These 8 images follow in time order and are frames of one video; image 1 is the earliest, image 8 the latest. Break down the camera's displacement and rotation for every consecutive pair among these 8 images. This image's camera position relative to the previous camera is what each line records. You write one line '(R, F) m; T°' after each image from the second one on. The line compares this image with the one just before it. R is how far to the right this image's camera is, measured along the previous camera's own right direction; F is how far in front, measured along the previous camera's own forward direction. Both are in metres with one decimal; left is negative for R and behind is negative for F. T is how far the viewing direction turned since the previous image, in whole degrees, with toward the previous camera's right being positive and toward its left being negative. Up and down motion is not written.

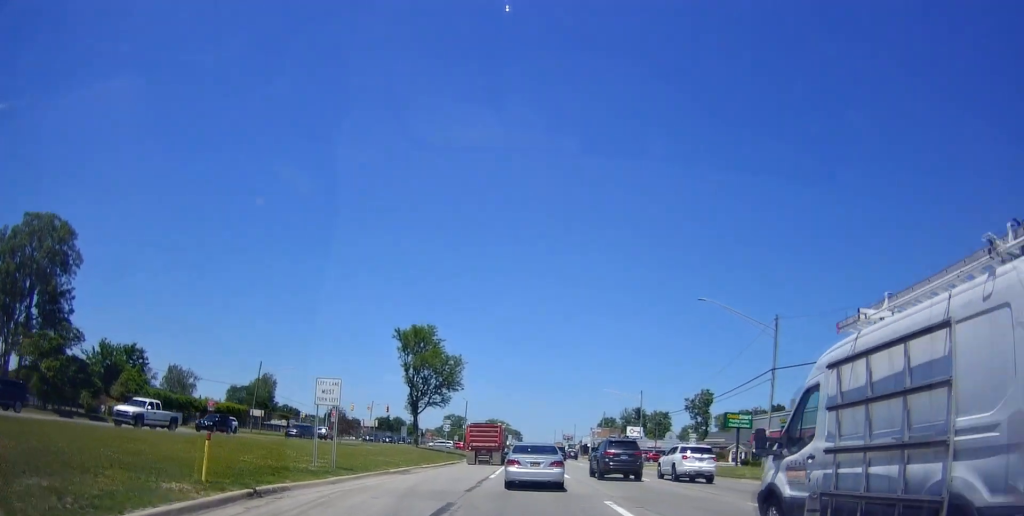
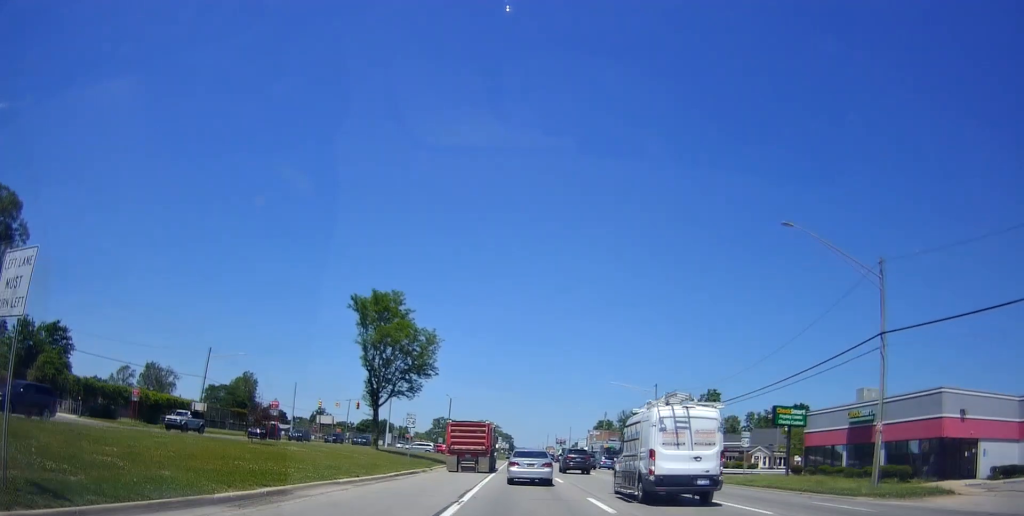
(0.0, +14.1) m; 0°
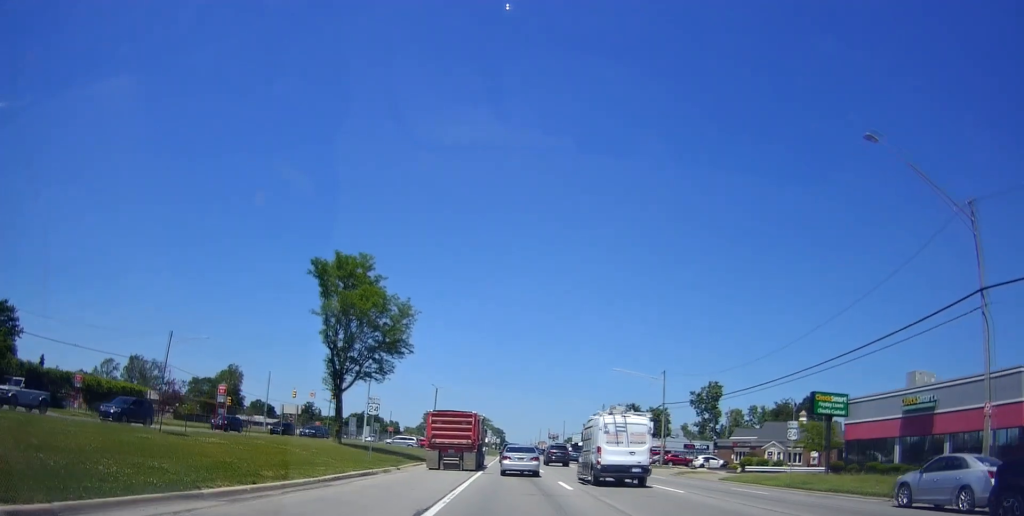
(0.0, +7.9) m; 0°
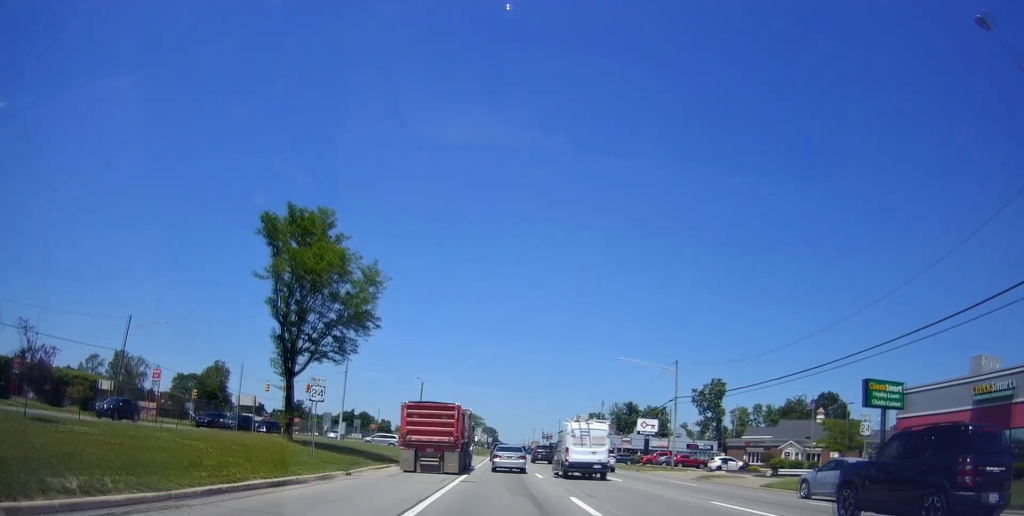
(0.0, +7.5) m; 0°
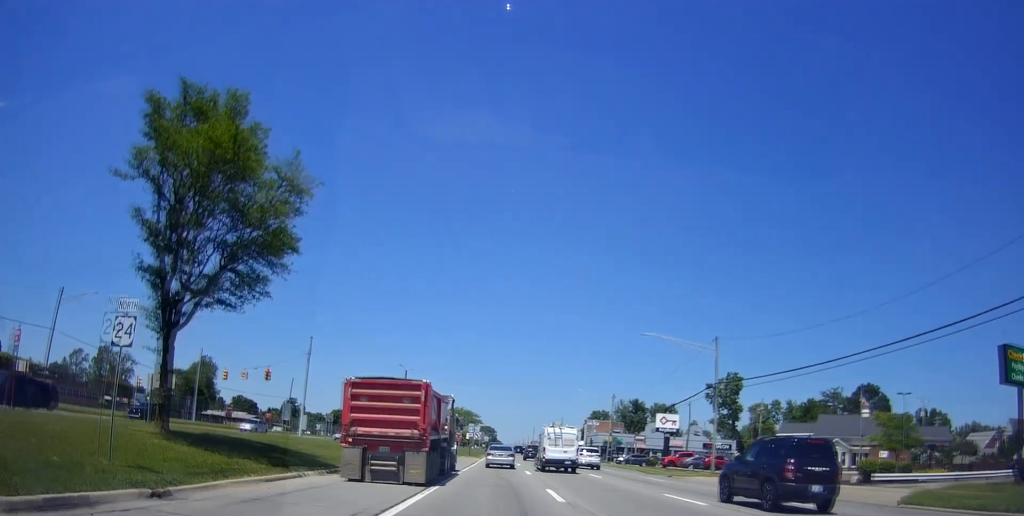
(-0.1, +11.7) m; -2°
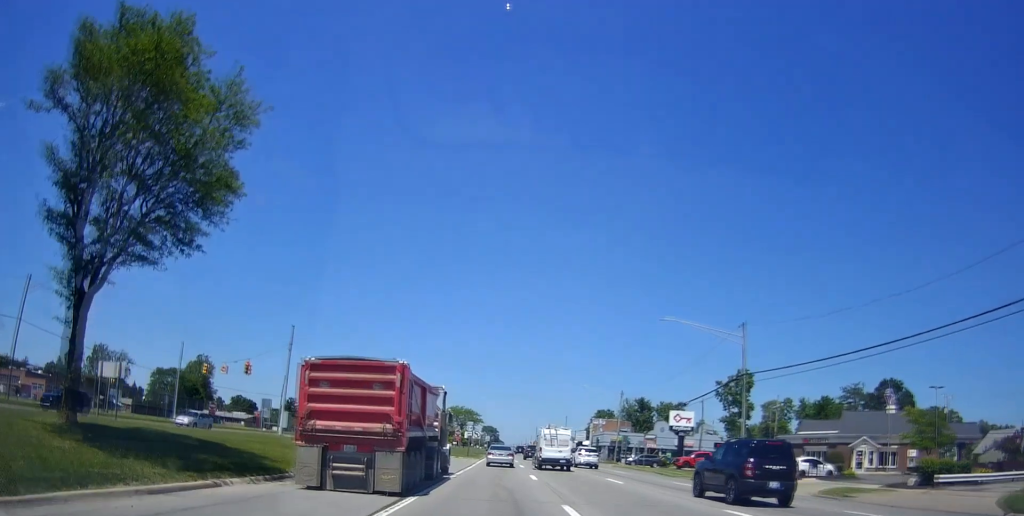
(-0.1, +5.2) m; -1°
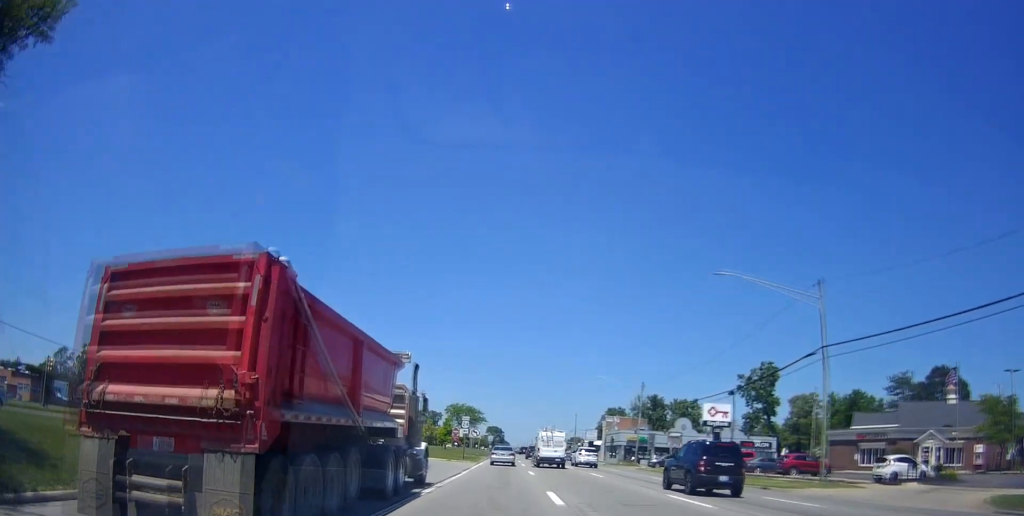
(-0.1, +10.4) m; -1°
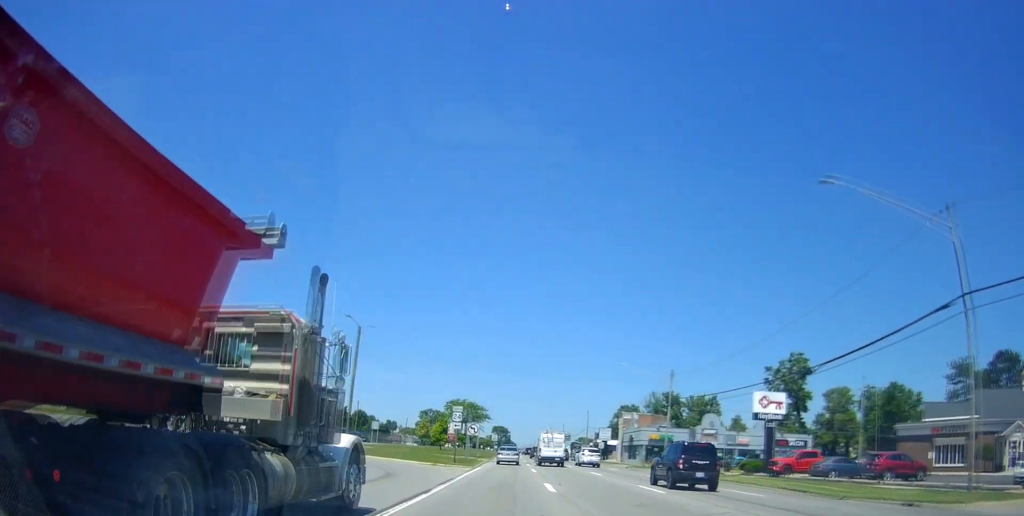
(0.0, +11.0) m; 0°
